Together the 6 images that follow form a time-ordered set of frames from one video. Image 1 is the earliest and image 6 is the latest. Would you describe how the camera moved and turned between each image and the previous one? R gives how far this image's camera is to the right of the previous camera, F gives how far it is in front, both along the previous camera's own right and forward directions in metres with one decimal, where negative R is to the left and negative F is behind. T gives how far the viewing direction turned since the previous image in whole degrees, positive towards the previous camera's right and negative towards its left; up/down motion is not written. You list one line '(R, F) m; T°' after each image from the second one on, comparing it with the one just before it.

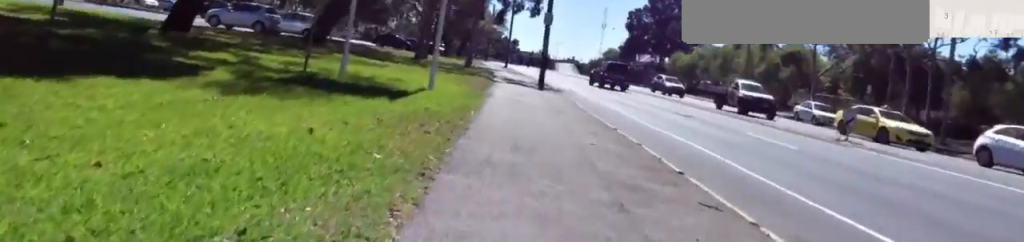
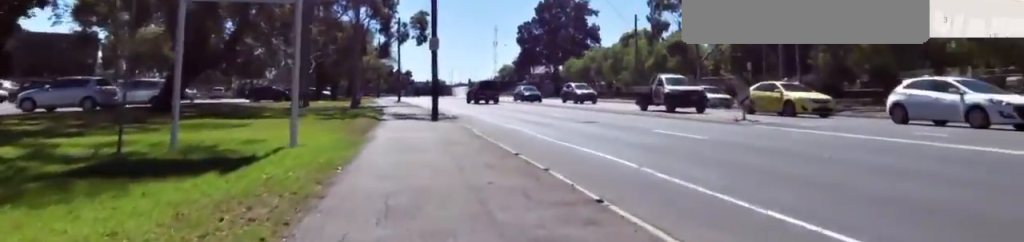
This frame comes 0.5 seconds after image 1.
(-0.7, +1.7) m; -9°
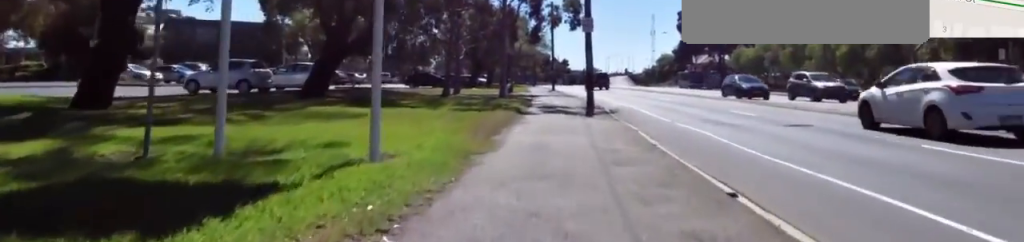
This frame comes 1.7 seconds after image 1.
(-0.3, +5.2) m; +5°
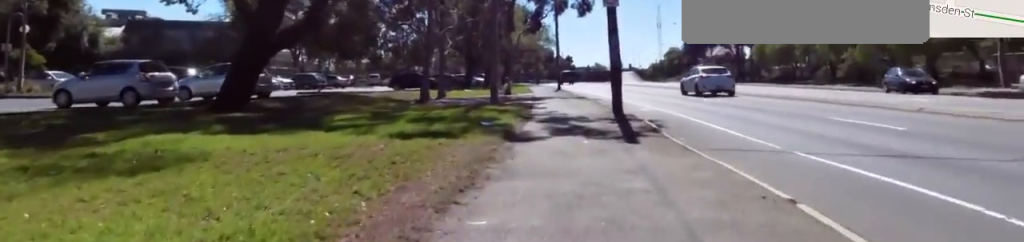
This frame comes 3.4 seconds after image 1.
(-0.1, +9.7) m; -6°
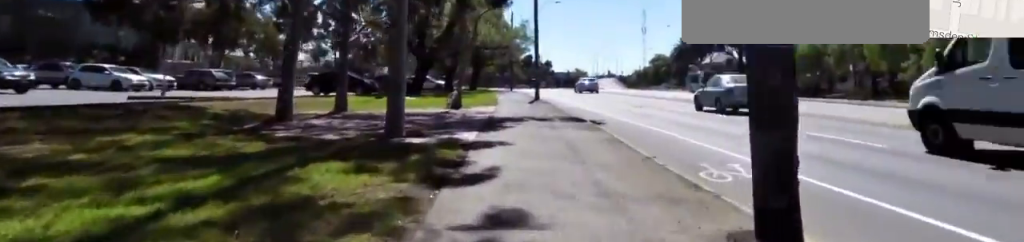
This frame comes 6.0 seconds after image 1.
(-1.5, +14.8) m; -12°
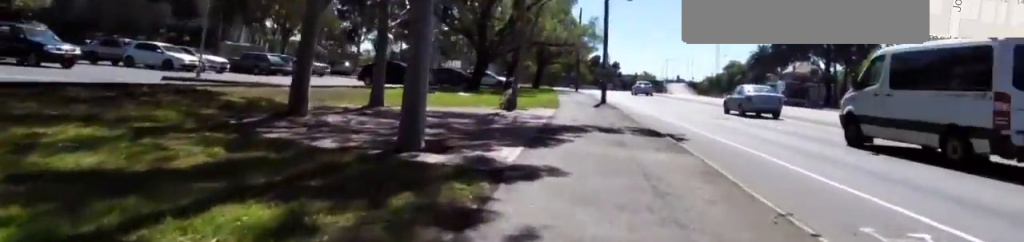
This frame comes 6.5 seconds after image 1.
(+0.1, +3.1) m; +3°
